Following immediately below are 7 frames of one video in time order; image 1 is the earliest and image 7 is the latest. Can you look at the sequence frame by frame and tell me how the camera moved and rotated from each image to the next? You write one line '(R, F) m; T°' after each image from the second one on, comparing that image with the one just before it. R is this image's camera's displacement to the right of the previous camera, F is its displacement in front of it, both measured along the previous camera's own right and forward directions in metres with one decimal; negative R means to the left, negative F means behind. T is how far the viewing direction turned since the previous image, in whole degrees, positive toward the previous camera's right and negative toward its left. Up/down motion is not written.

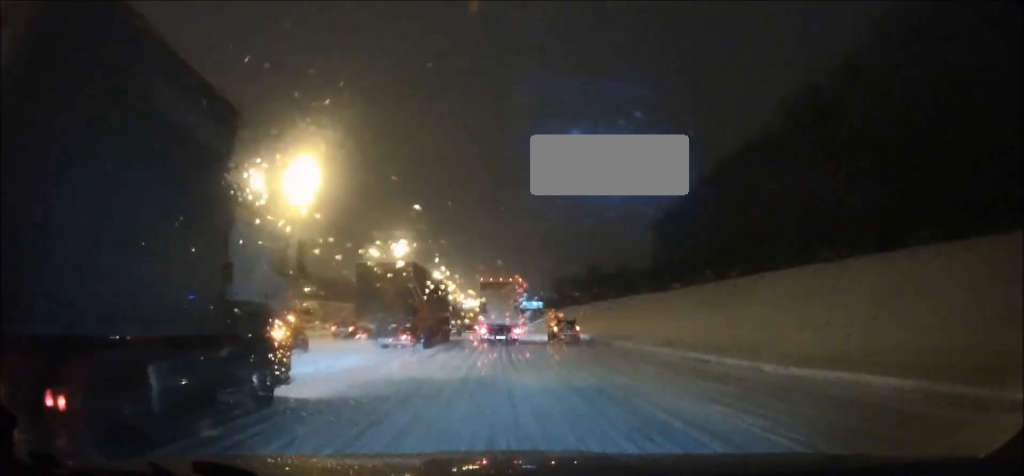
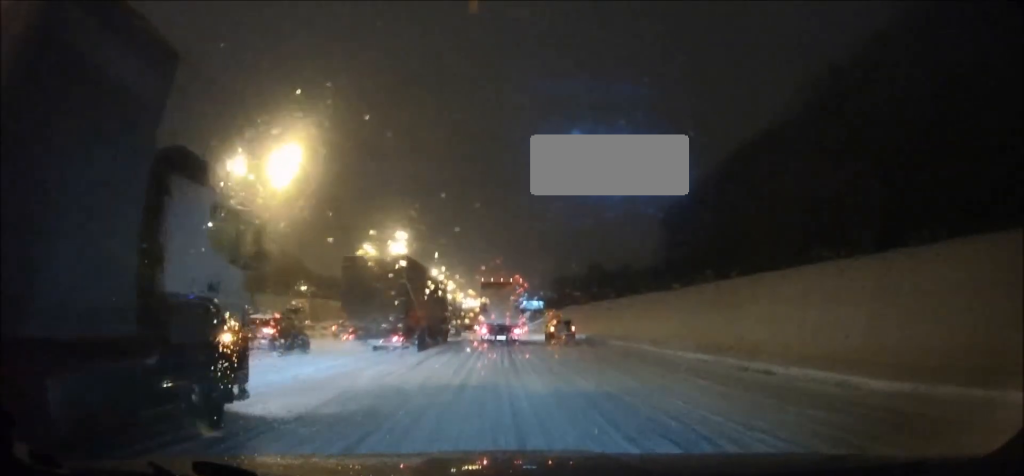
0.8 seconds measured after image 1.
(0.0, +3.9) m; 0°
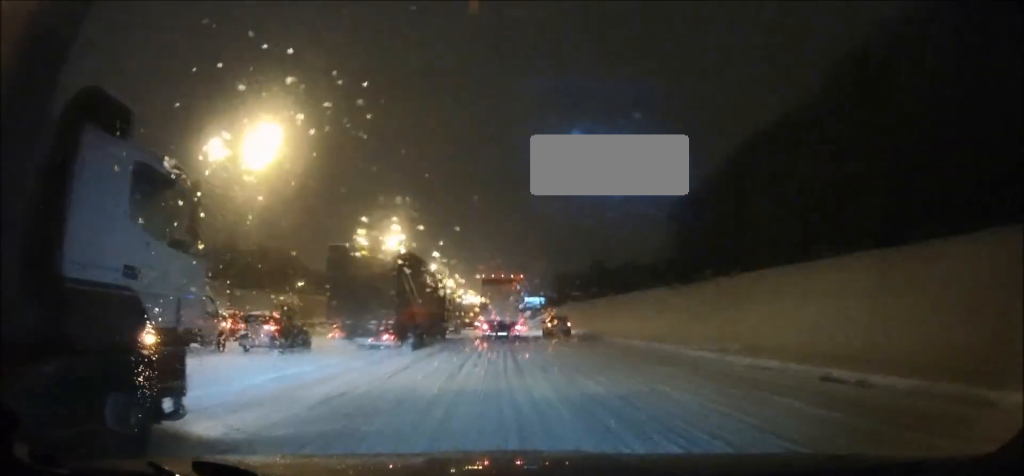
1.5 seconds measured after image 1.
(0.0, +3.9) m; 0°
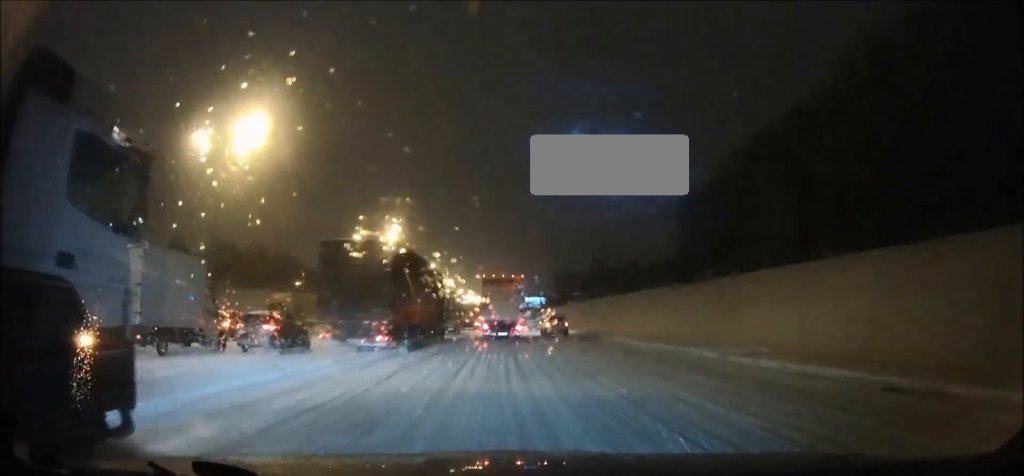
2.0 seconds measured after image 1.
(0.0, +2.2) m; 0°
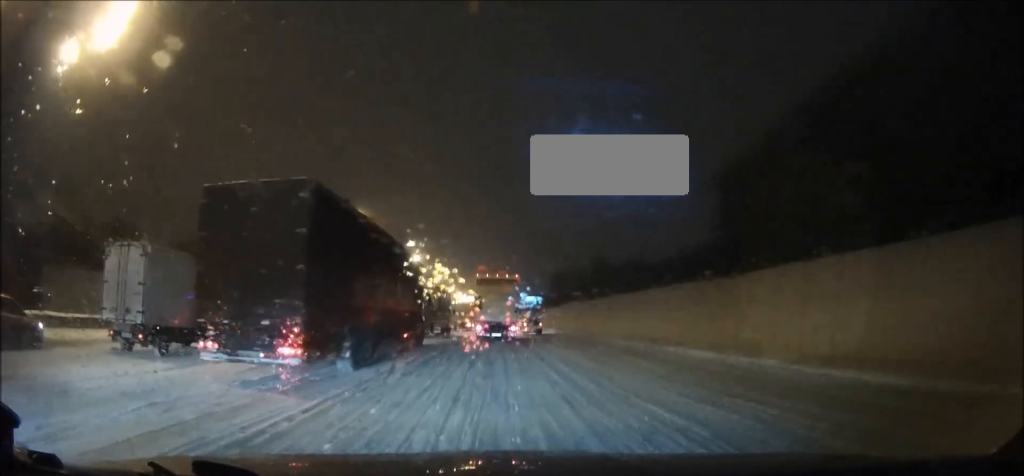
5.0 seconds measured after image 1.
(-0.1, +15.3) m; +1°
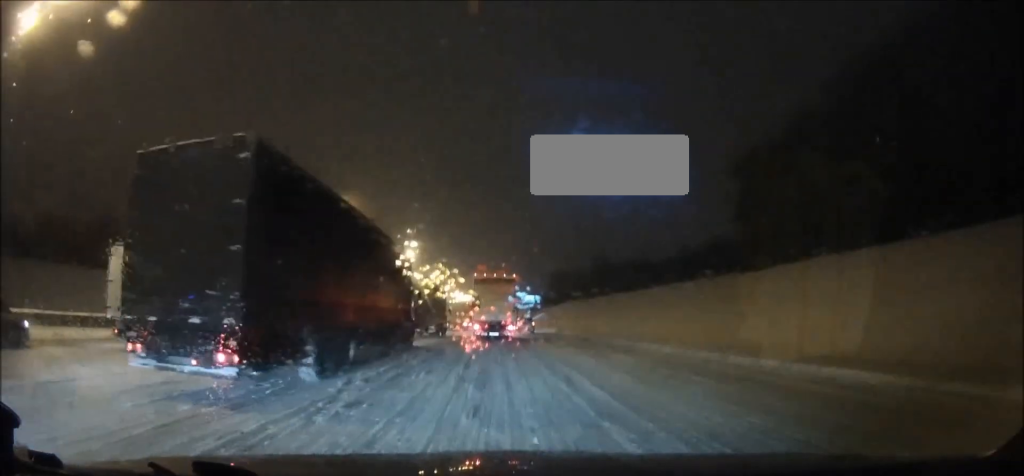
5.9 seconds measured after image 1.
(+0.1, +4.6) m; +2°
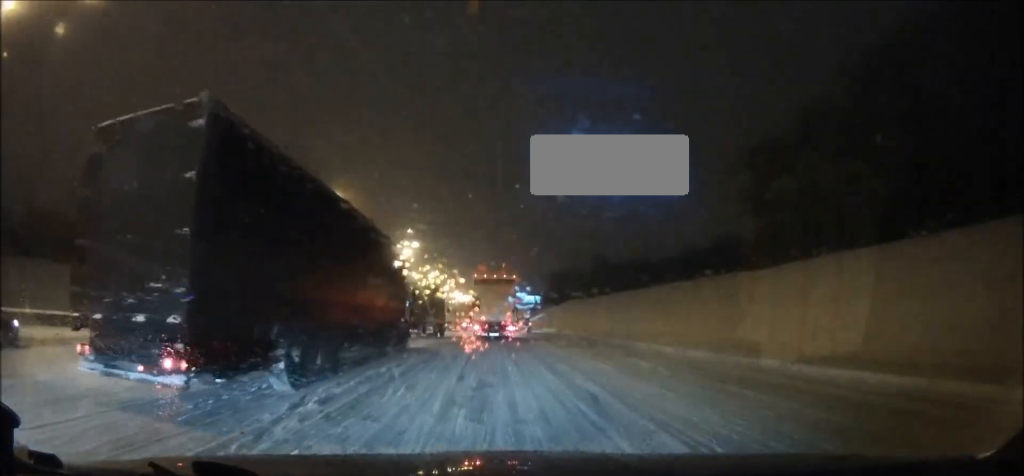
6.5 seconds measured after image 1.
(+0.2, +2.9) m; 0°
